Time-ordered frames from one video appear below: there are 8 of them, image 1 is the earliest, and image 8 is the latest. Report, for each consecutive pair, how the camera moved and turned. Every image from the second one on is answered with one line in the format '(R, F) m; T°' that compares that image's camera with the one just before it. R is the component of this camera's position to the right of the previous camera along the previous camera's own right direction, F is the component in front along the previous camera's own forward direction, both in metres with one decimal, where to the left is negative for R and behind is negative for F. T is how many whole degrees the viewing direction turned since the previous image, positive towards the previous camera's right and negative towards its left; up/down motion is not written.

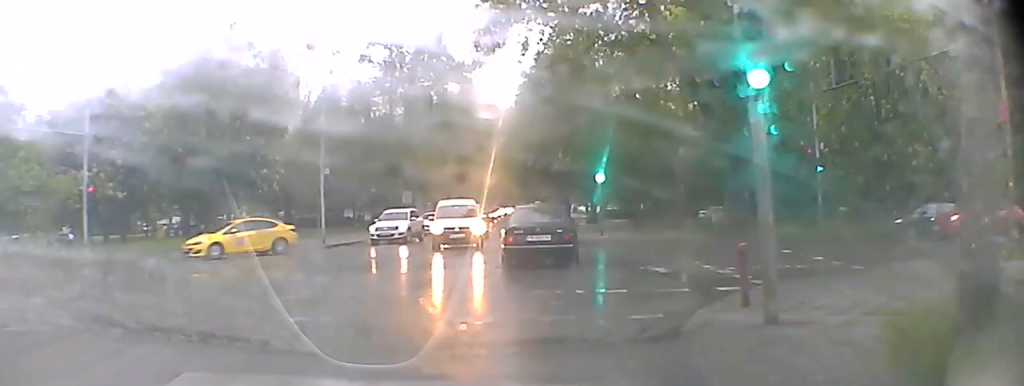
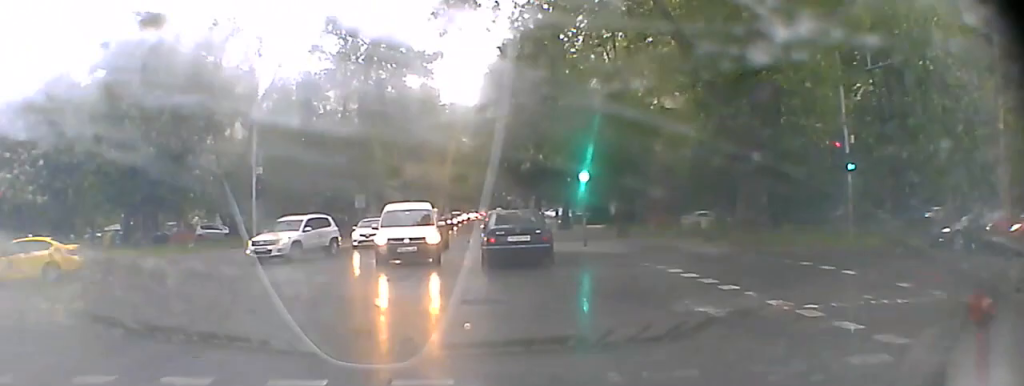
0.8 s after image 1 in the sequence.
(-0.1, +4.5) m; -1°
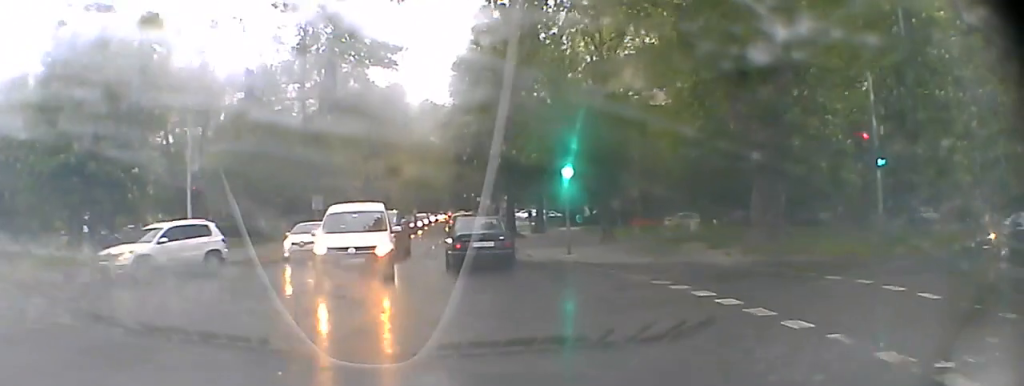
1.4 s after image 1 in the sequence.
(0.0, +3.1) m; 0°
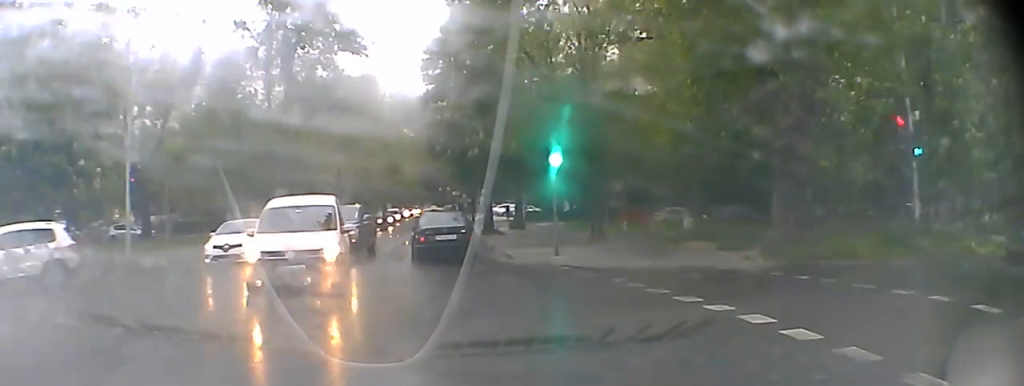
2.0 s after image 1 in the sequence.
(0.0, +3.0) m; 0°
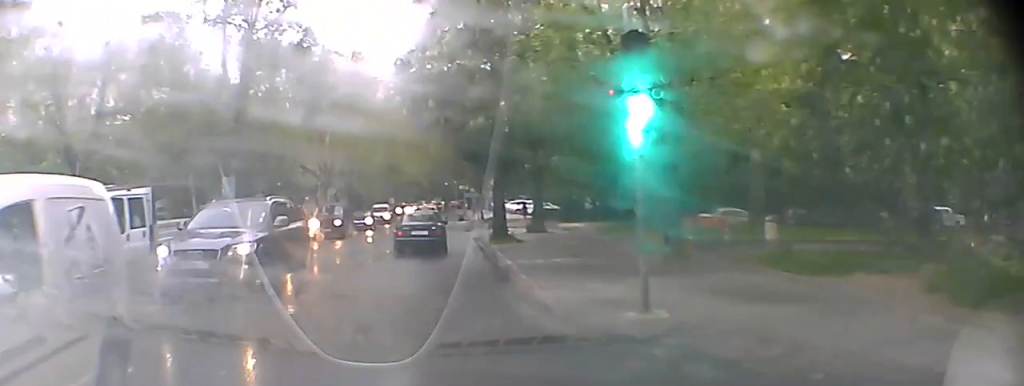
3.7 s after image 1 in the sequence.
(-0.1, +9.0) m; -1°
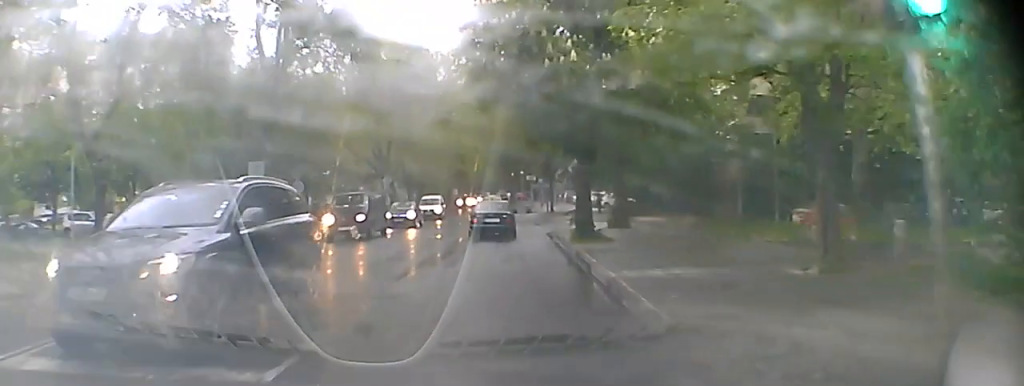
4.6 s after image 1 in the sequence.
(0.0, +5.3) m; +1°
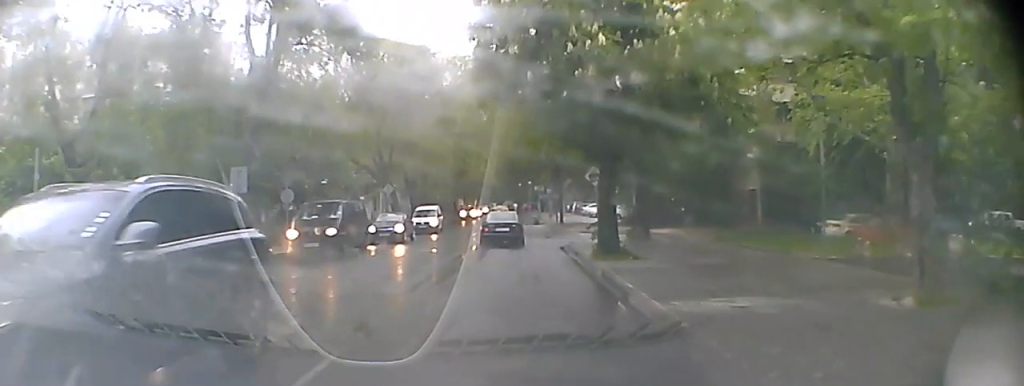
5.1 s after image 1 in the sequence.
(0.0, +3.0) m; +1°
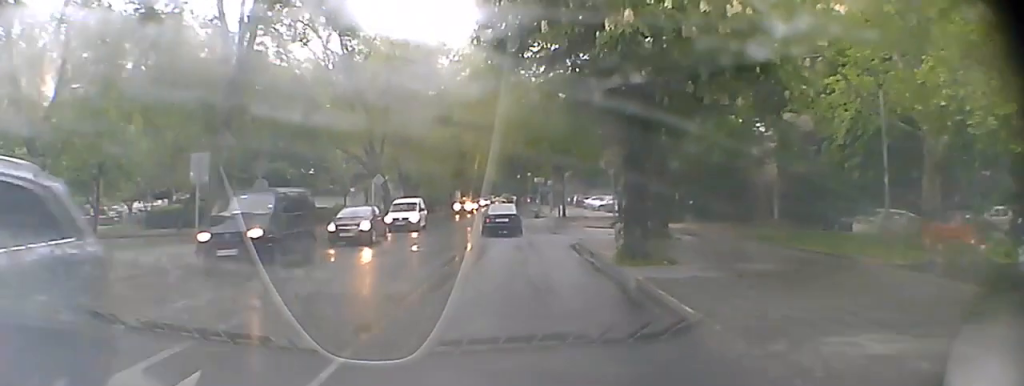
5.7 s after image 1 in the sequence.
(+0.1, +3.6) m; 0°
